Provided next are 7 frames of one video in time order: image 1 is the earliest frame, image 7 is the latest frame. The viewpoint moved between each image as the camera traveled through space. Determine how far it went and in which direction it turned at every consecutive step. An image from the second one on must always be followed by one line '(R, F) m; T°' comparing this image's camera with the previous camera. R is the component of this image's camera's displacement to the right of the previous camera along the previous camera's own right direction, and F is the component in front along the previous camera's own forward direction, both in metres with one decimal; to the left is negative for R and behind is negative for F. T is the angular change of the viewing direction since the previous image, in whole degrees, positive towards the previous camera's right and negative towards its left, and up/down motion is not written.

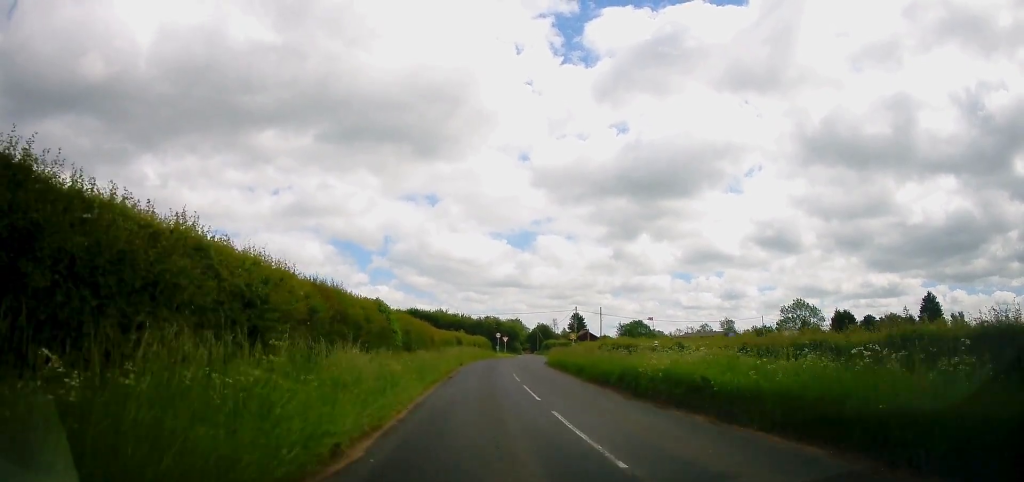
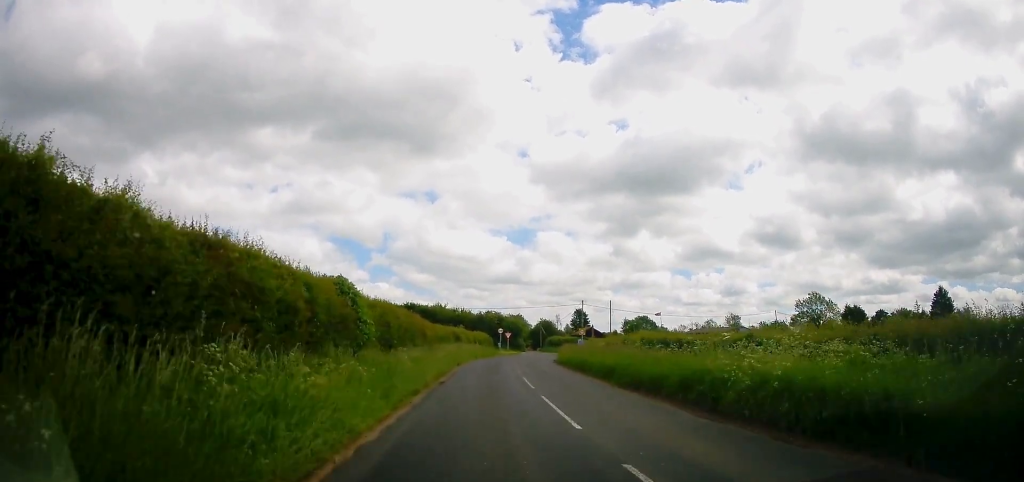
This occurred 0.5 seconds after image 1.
(0.0, +6.1) m; 0°
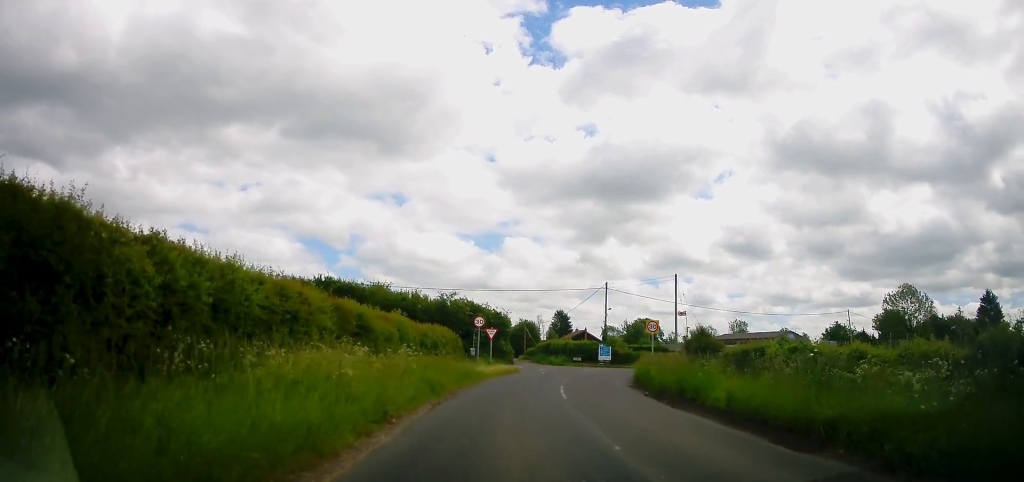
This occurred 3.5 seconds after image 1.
(+0.4, +37.0) m; +3°
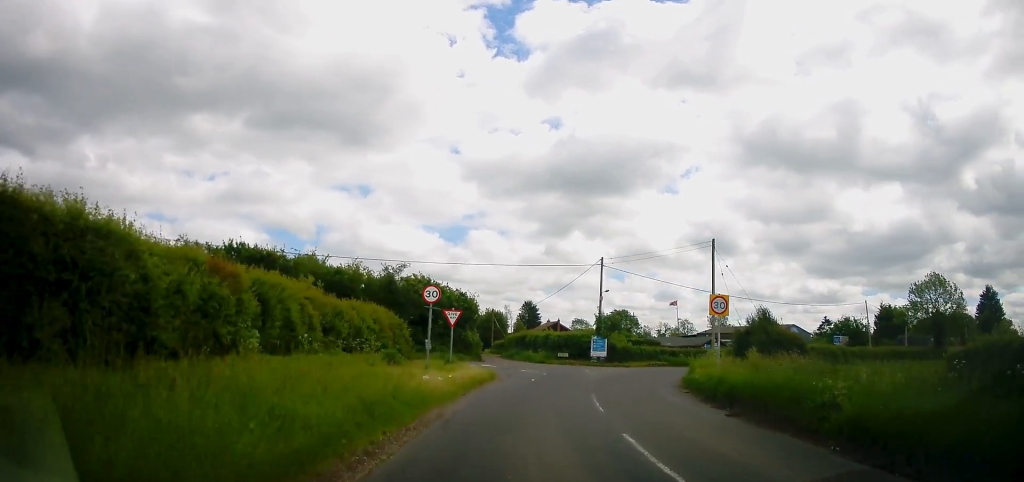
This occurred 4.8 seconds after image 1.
(+0.5, +13.4) m; +4°
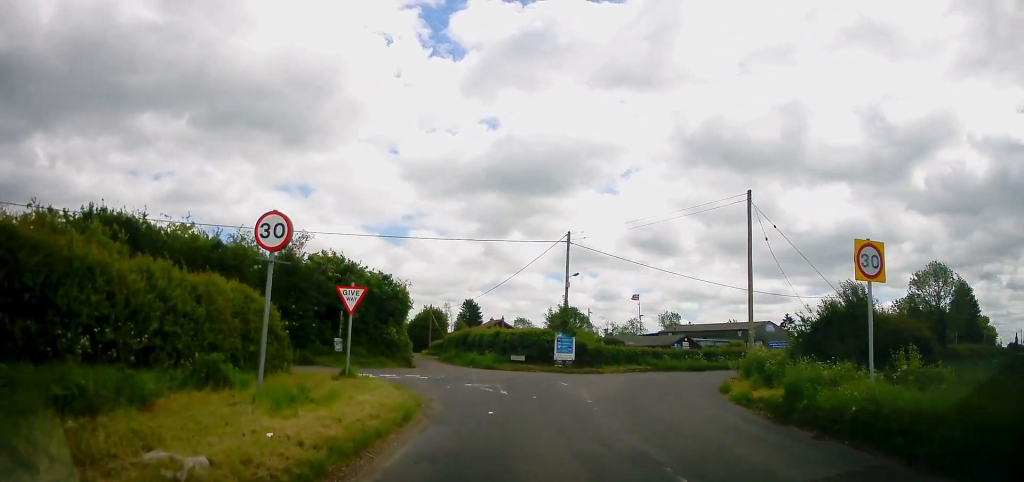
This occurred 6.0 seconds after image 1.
(+0.4, +11.1) m; +4°
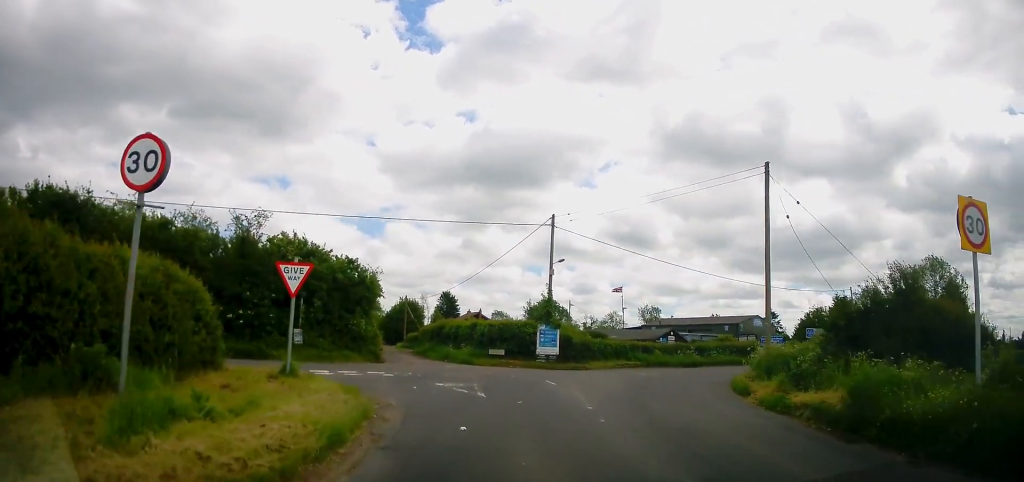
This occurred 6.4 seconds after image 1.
(-0.1, +3.3) m; +1°
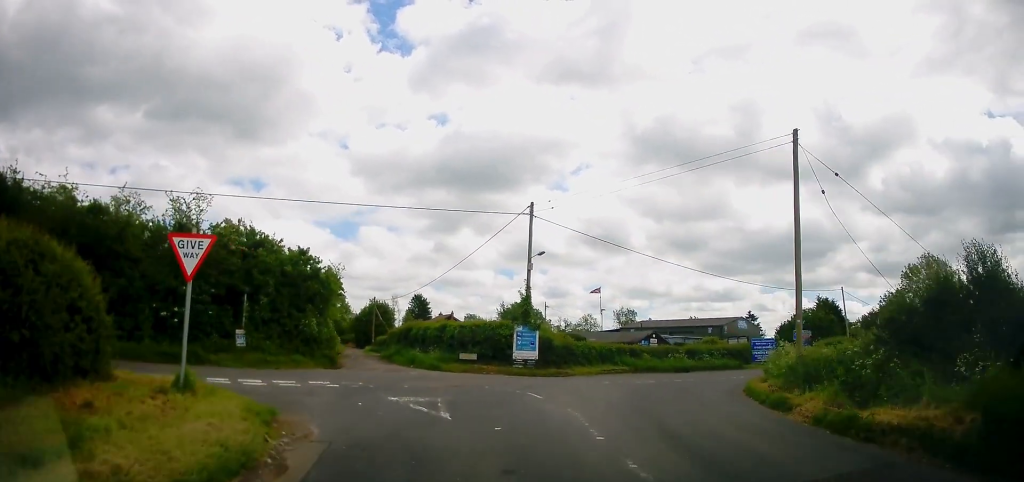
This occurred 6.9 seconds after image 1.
(+0.2, +3.6) m; +3°
